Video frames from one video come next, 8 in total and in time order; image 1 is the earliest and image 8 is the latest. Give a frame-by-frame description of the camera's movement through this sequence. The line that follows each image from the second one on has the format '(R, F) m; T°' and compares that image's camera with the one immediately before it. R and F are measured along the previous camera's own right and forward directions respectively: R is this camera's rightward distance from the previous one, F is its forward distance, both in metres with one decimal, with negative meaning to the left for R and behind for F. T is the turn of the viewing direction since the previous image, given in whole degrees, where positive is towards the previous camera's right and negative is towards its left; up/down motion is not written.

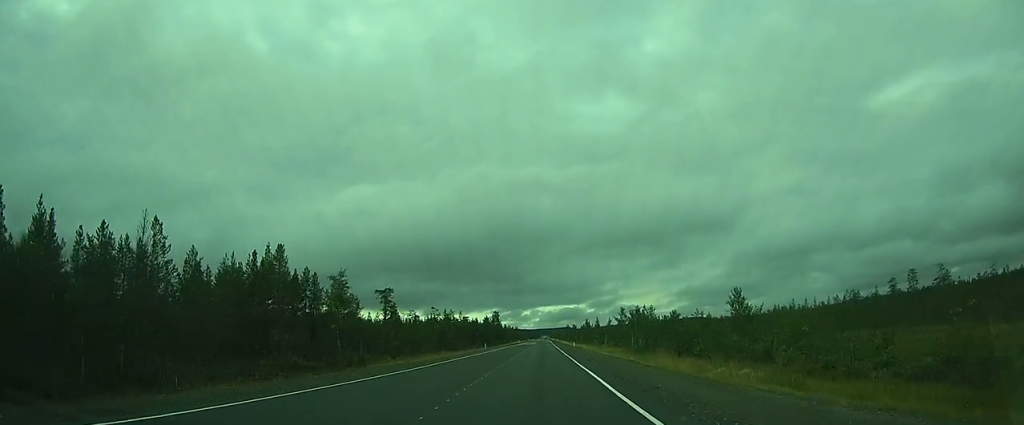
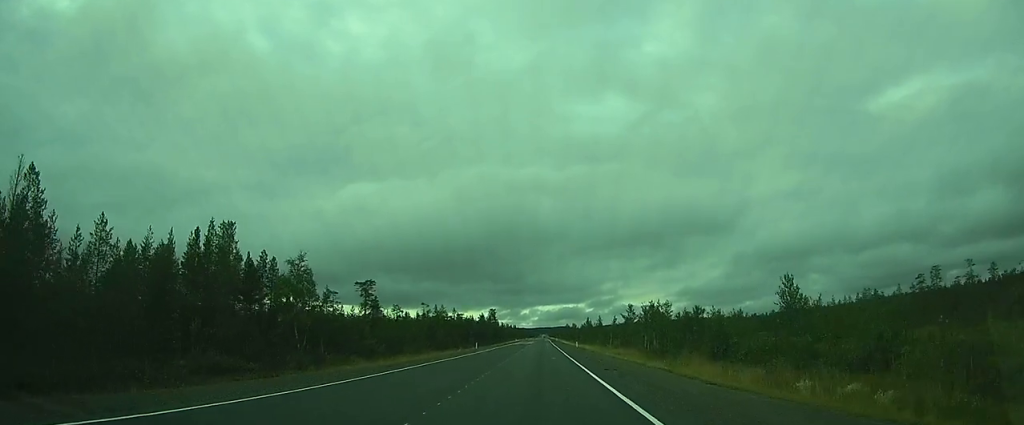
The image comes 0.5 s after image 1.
(0.0, +8.7) m; 0°
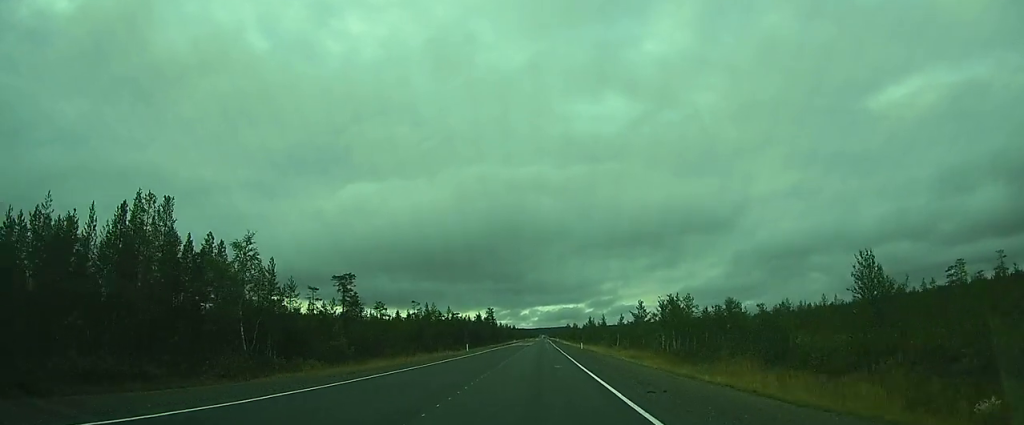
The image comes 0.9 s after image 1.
(+0.1, +8.1) m; 0°
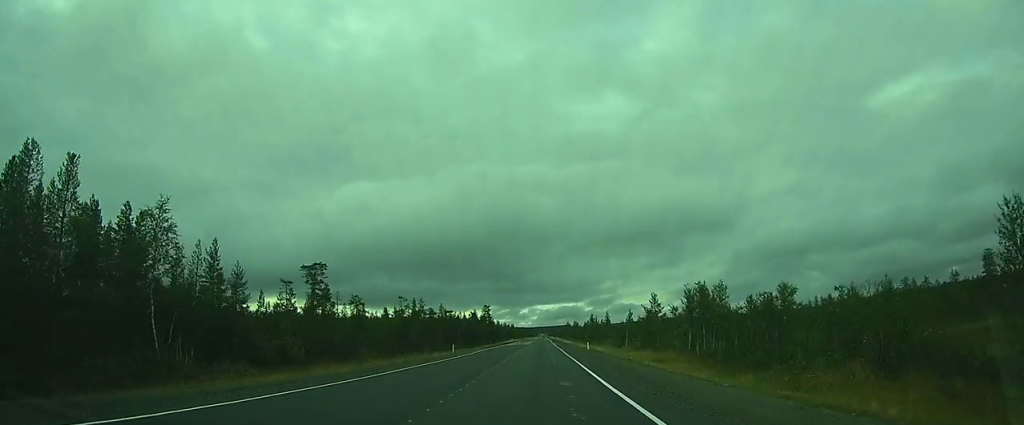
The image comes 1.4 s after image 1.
(0.0, +8.7) m; 0°
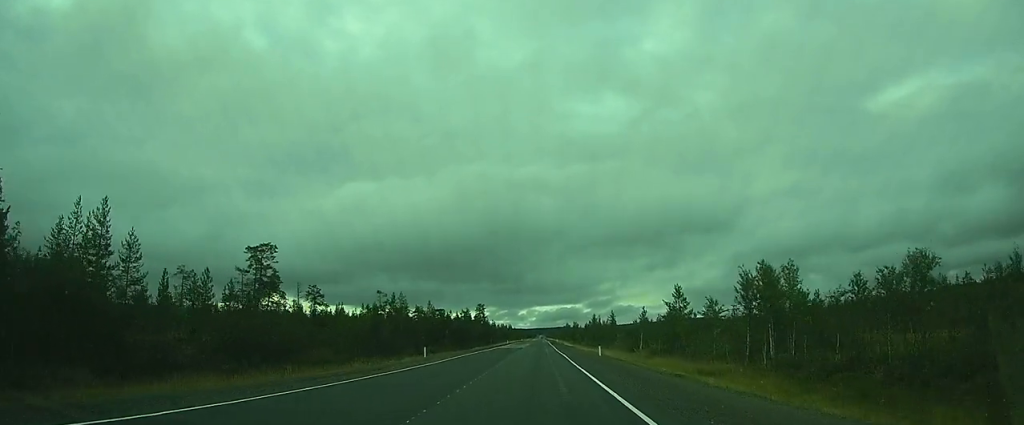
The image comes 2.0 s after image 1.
(0.0, +11.3) m; 0°
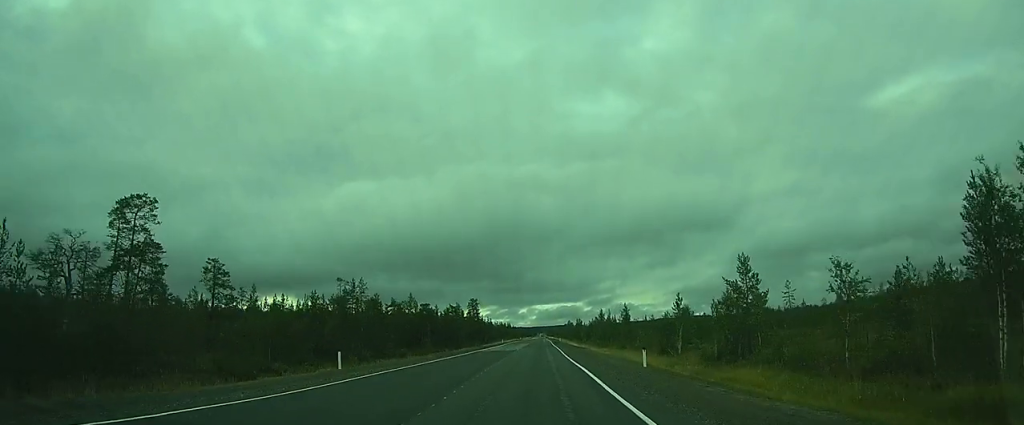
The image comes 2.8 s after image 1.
(+0.2, +16.6) m; +1°
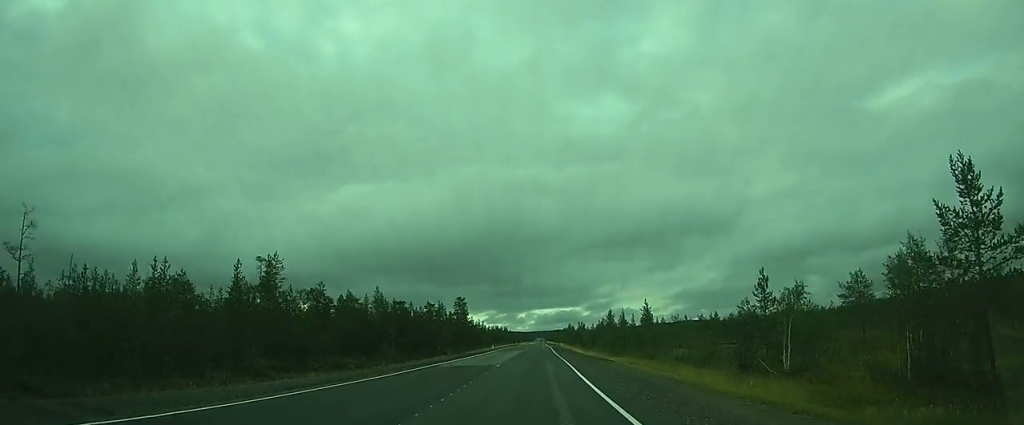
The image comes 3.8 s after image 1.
(+0.1, +19.4) m; +1°
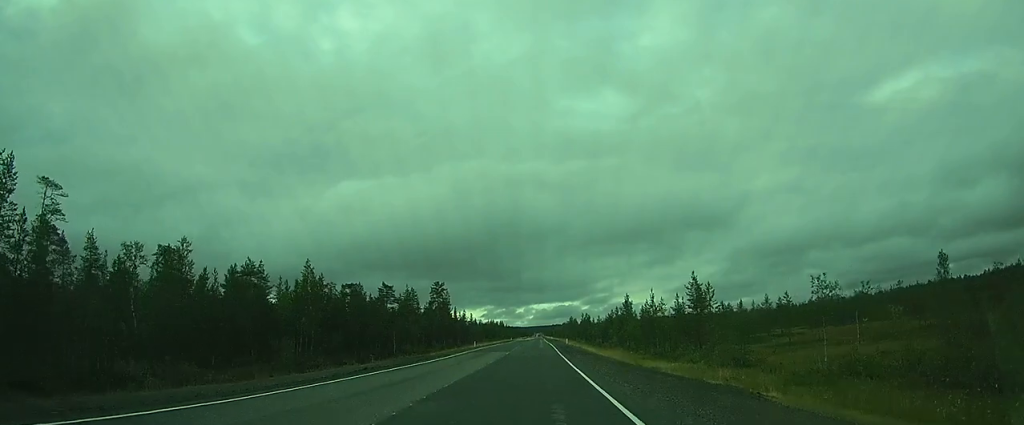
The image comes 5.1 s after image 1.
(+0.3, +24.3) m; +1°
